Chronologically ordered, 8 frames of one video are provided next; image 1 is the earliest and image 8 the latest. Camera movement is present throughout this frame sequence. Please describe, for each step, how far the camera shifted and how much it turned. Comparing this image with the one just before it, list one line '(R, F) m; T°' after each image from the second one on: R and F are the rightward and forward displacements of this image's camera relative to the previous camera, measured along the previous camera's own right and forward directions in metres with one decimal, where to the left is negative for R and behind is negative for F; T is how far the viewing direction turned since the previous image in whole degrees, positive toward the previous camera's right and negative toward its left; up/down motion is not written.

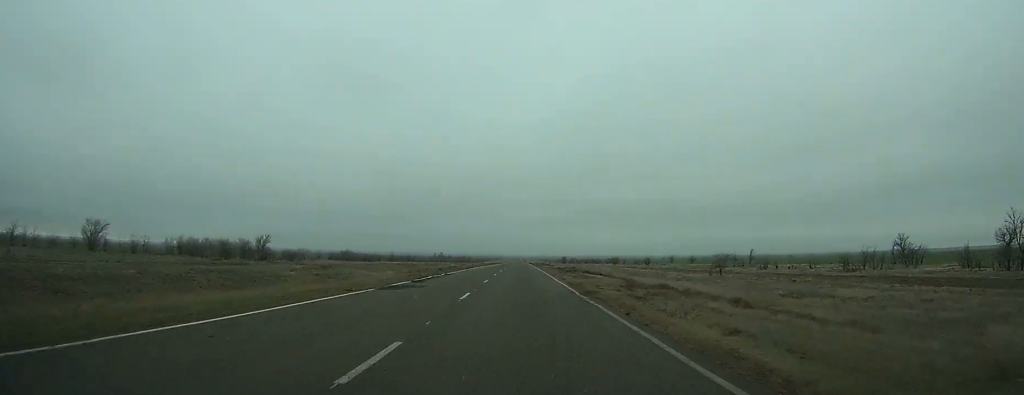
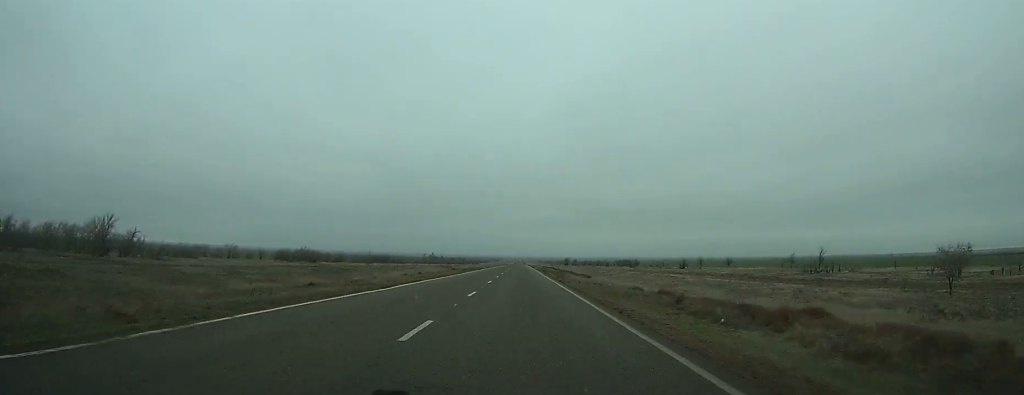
(+0.1, +57.7) m; 0°
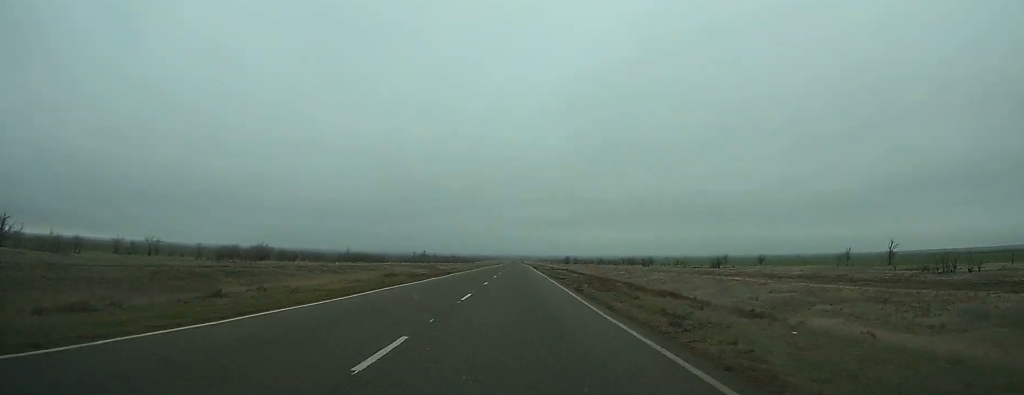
(+0.1, +36.0) m; 0°
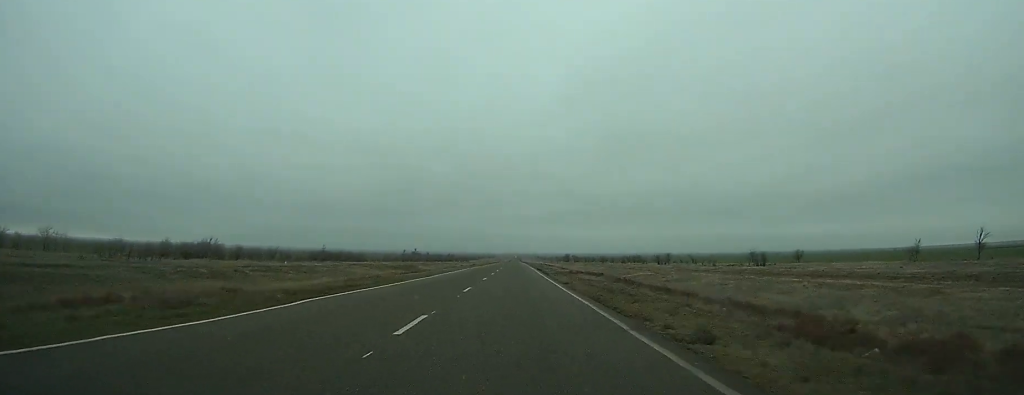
(0.0, +30.7) m; 0°
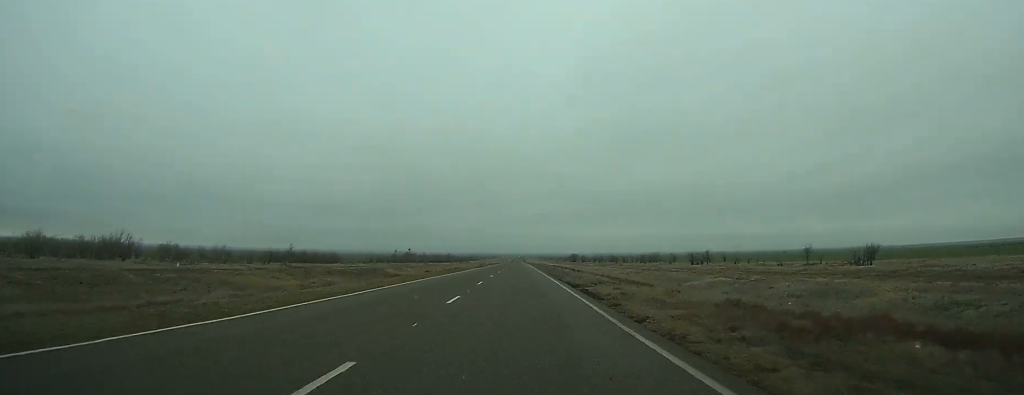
(+0.1, +38.9) m; 0°
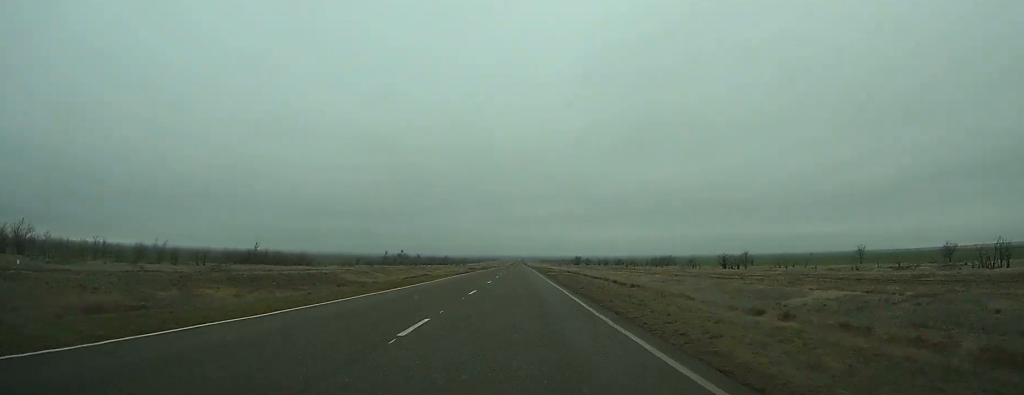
(0.0, +30.3) m; 0°
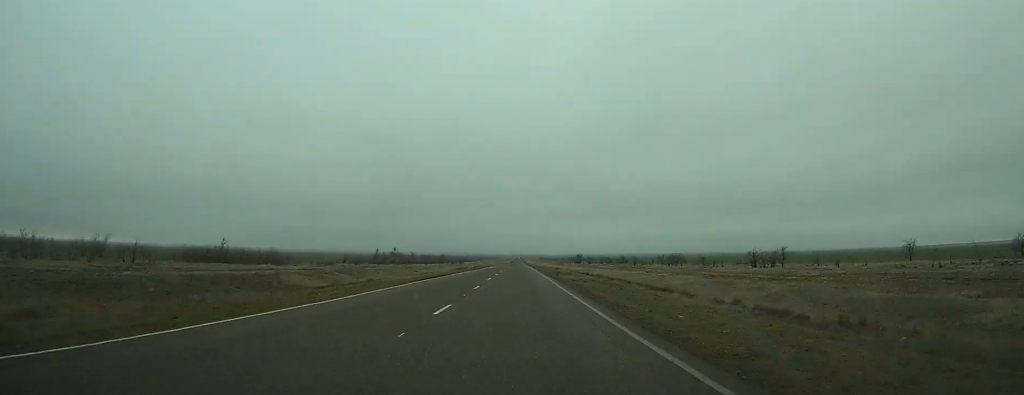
(0.0, +23.0) m; 0°
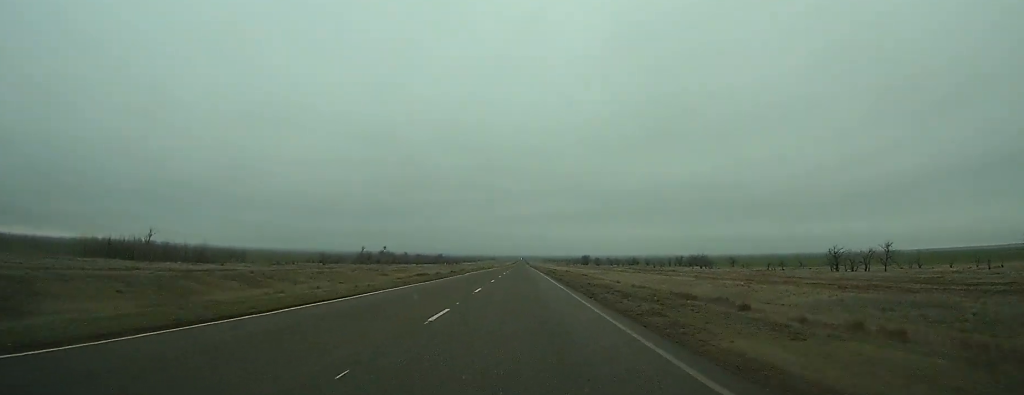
(-0.1, +40.6) m; 0°
